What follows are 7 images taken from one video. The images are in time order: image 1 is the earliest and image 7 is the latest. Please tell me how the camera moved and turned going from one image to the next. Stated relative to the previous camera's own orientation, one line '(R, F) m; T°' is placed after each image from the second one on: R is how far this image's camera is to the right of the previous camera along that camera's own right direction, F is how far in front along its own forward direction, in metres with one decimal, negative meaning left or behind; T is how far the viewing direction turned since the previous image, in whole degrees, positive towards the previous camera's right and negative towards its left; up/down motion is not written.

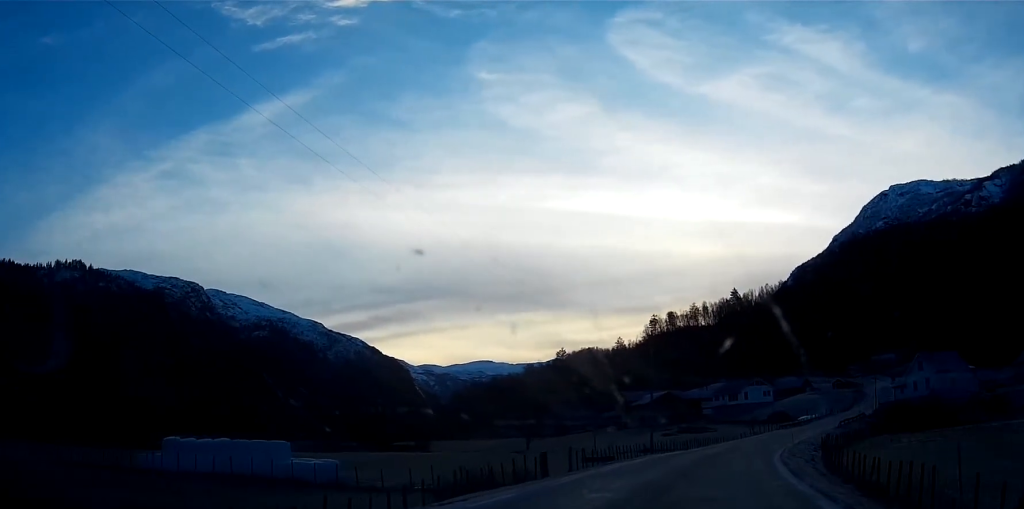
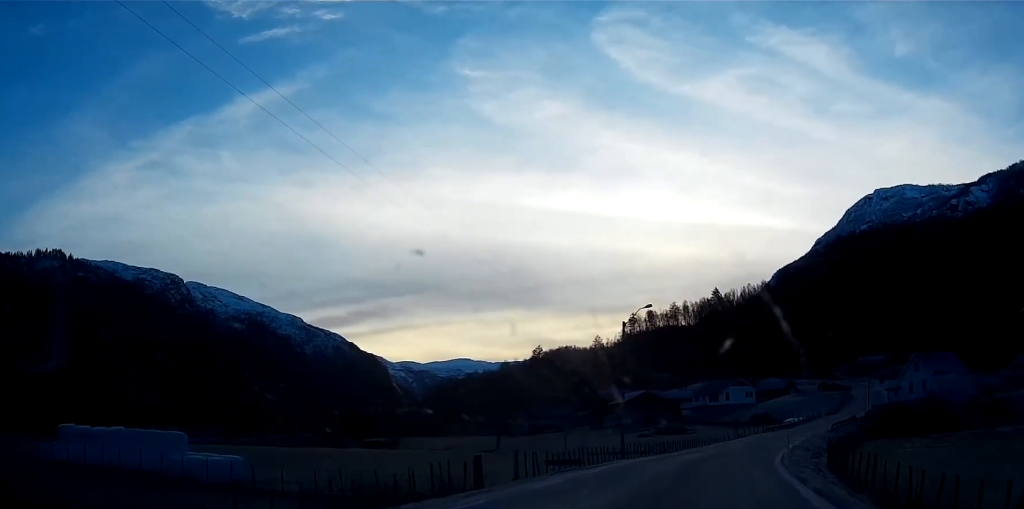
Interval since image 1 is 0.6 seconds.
(+0.1, +7.7) m; +1°
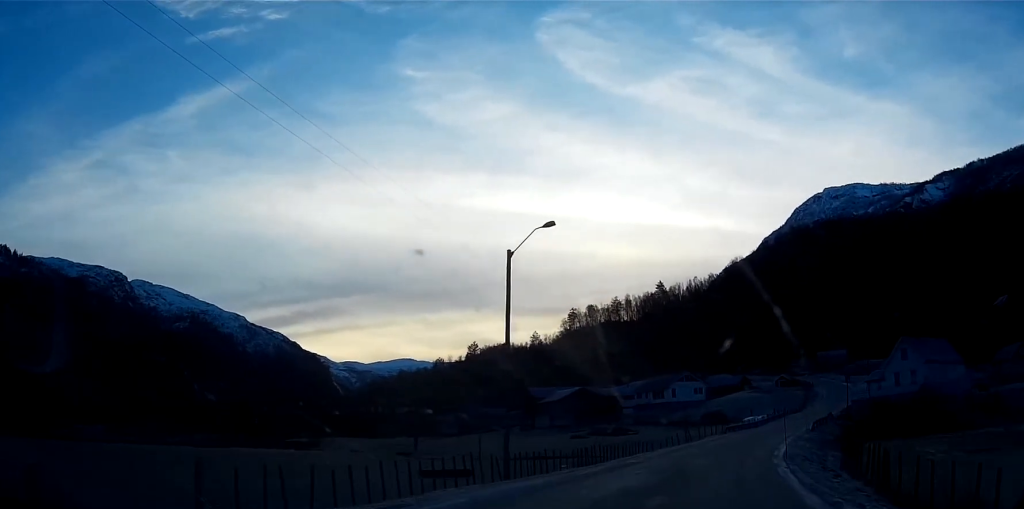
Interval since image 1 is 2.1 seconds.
(+0.3, +18.4) m; +2°
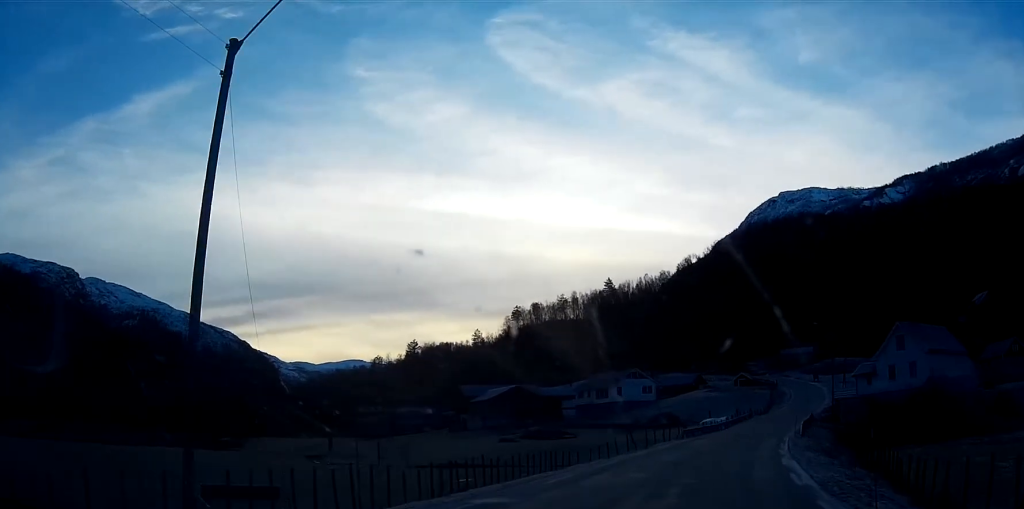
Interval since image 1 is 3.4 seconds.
(+0.5, +17.4) m; +4°
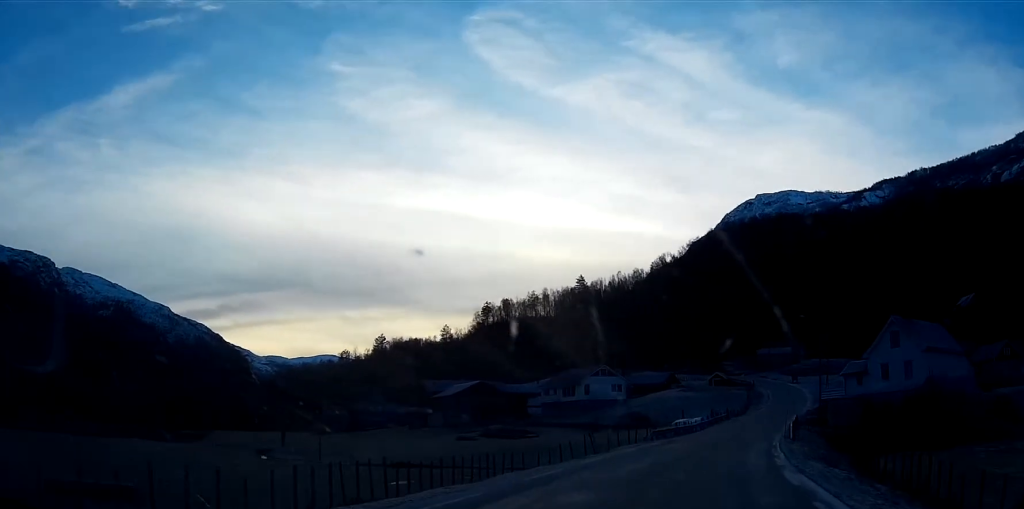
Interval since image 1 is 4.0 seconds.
(+0.1, +7.1) m; +2°
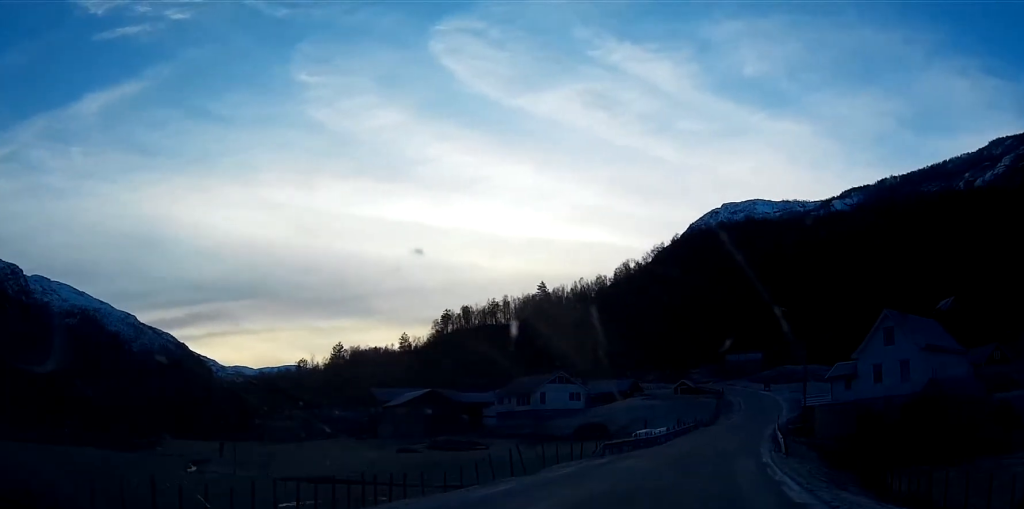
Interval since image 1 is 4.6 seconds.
(+0.2, +9.1) m; +2°
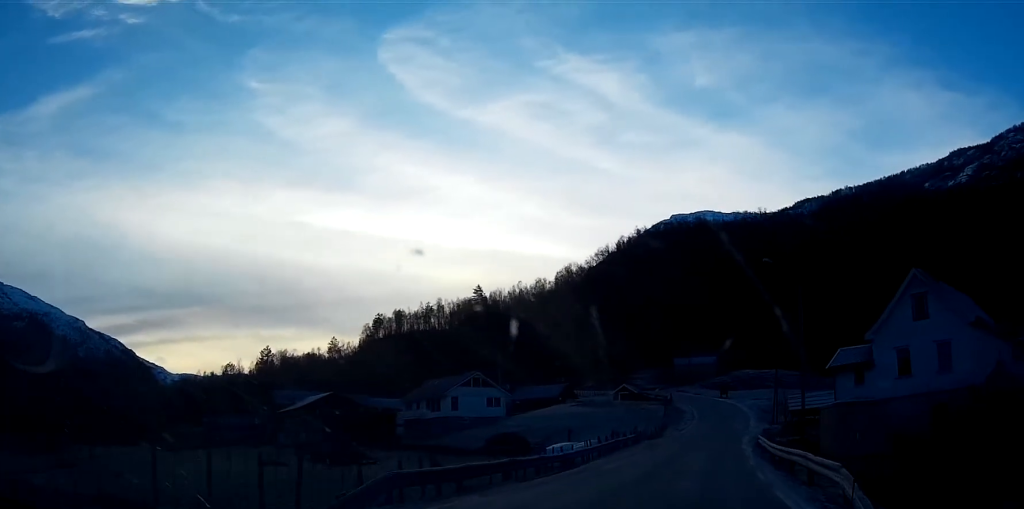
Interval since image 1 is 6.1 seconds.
(+0.7, +20.5) m; +4°
